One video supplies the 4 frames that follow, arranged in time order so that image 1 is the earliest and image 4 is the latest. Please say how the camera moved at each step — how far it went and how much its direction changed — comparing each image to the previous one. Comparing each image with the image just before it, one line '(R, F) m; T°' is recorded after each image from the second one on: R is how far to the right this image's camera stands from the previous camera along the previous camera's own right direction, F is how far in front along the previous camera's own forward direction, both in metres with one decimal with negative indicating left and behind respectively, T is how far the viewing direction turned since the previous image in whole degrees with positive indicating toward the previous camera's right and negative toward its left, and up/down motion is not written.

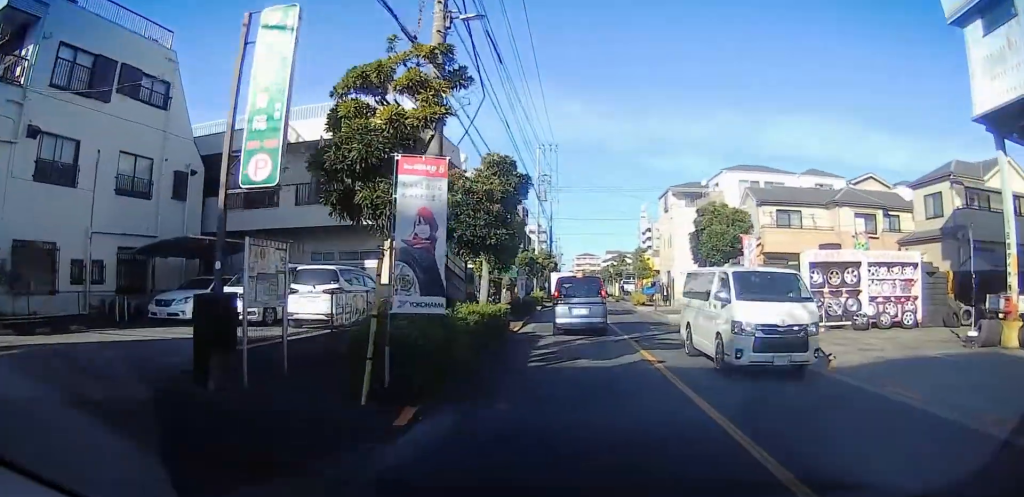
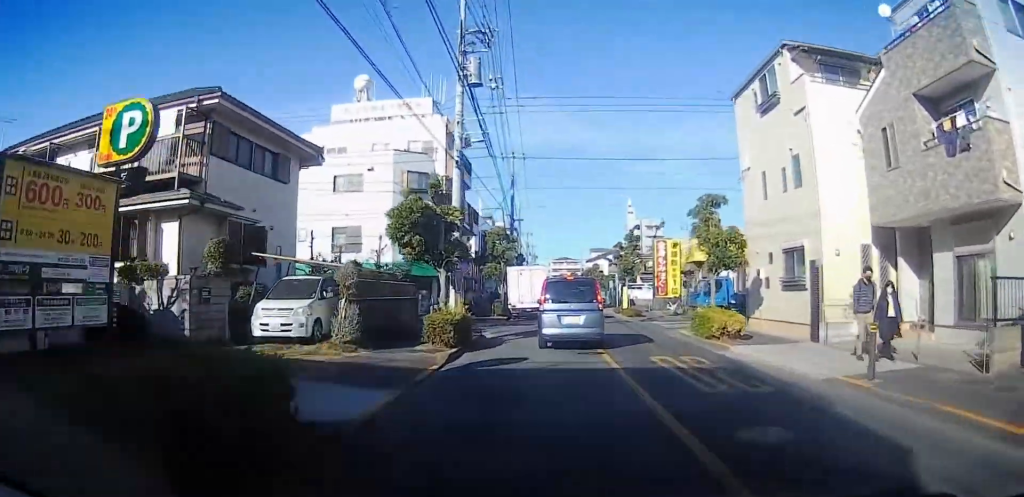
(0.0, +25.8) m; +7°
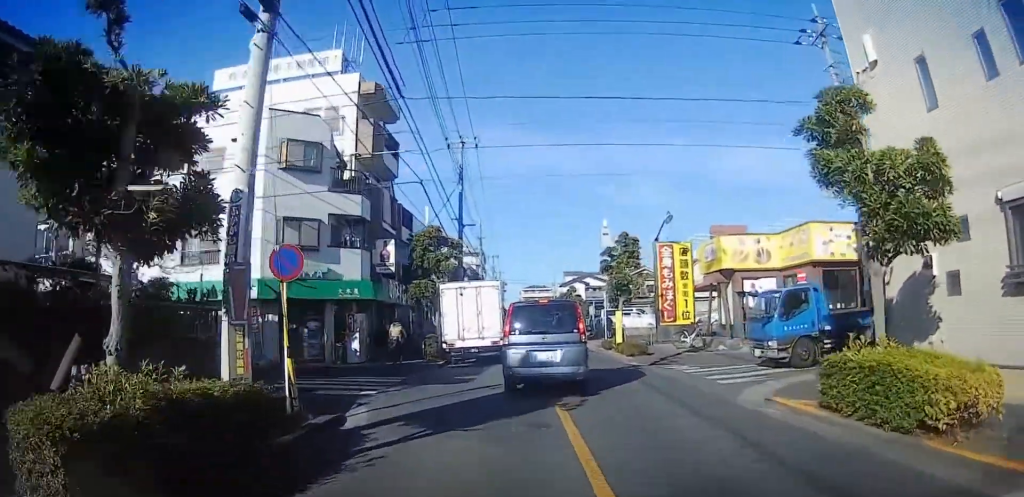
(+0.9, +11.0) m; +1°
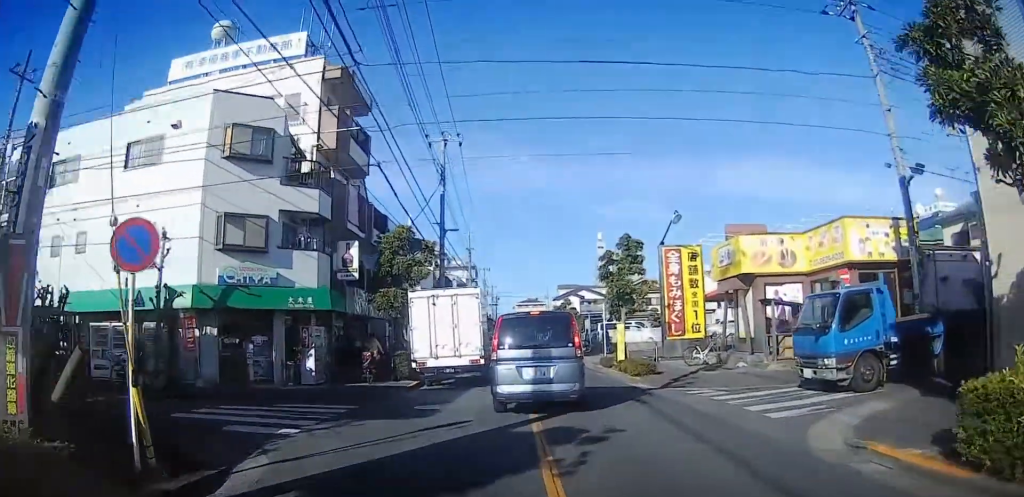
(-0.2, +3.3) m; -4°
